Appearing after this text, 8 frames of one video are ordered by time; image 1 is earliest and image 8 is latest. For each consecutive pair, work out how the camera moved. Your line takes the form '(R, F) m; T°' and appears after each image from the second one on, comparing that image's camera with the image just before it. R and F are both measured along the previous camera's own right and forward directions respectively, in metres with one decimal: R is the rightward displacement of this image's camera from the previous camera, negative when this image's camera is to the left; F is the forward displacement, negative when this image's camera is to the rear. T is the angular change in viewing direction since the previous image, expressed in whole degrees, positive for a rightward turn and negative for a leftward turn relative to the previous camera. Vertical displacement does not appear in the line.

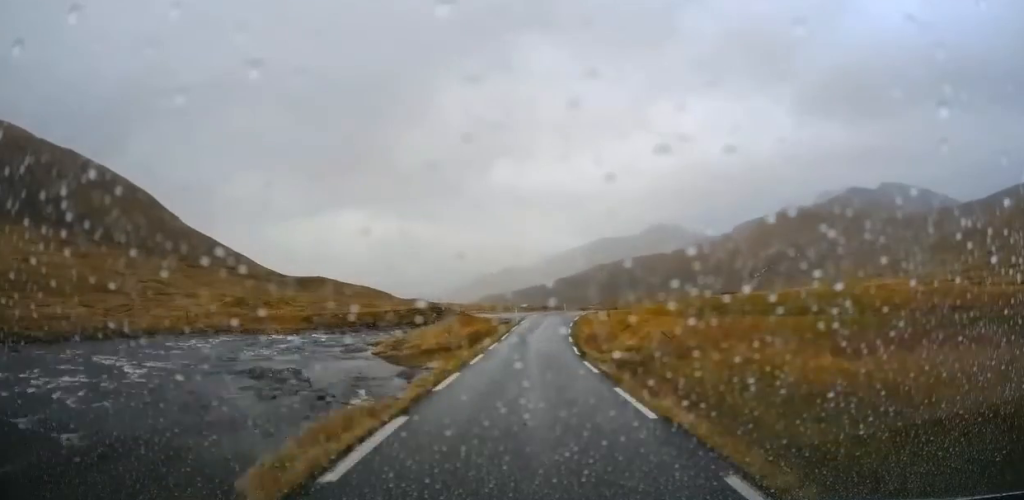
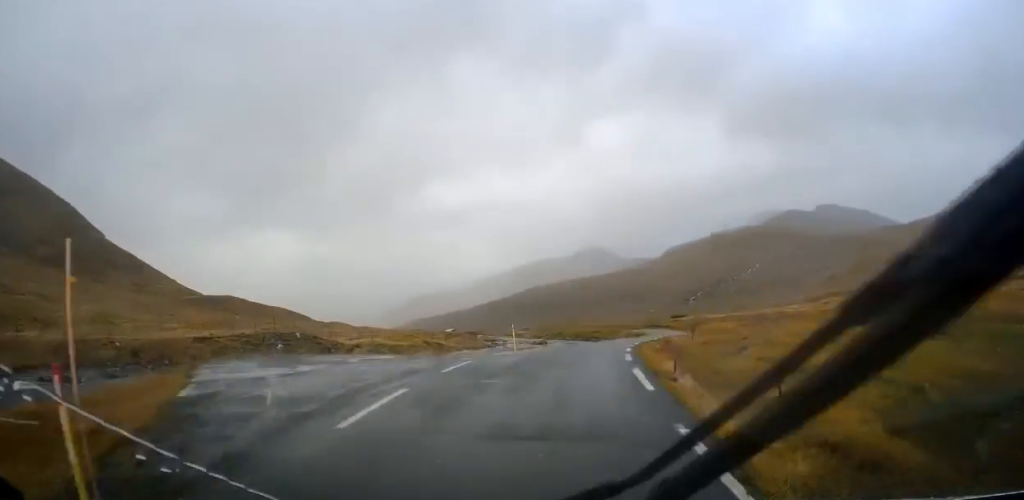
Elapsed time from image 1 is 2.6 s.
(+3.7, +39.3) m; +11°
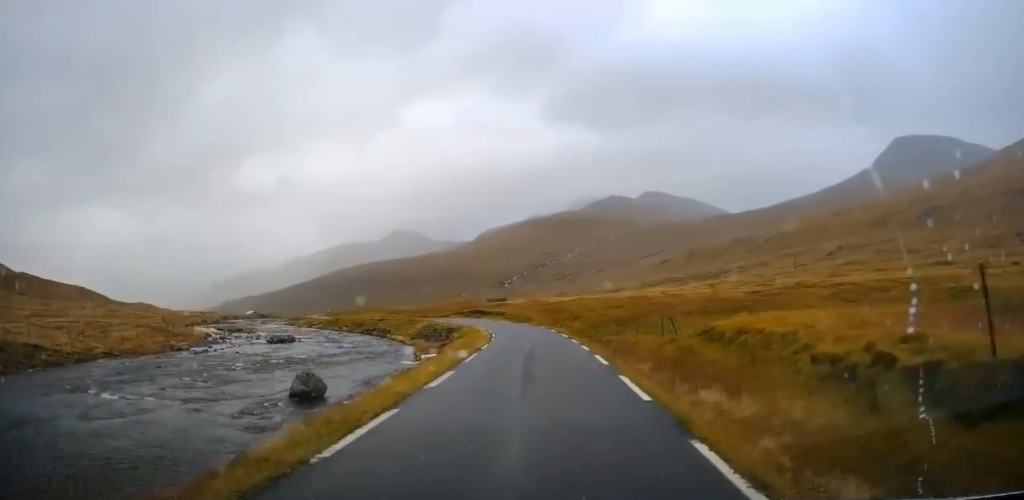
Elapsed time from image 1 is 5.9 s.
(+6.6, +50.0) m; +13°
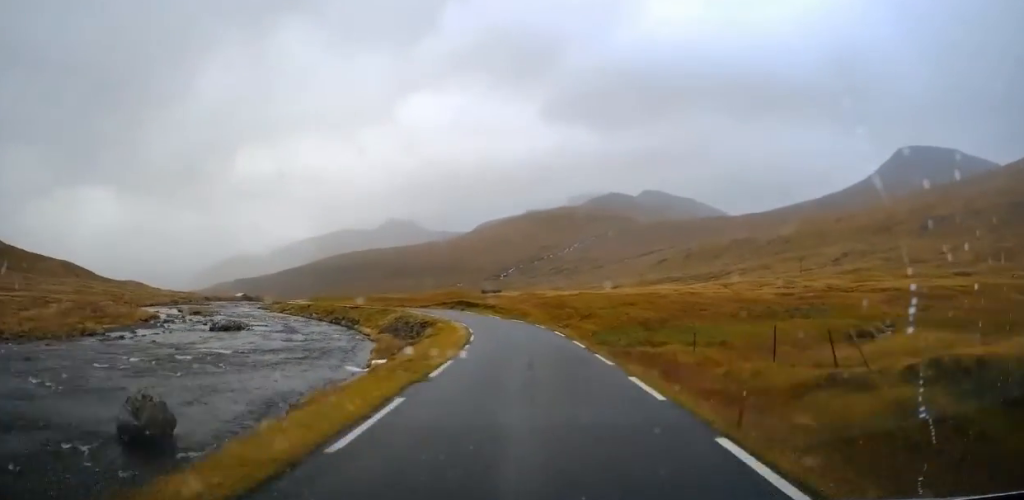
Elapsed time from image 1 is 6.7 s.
(+0.6, +12.9) m; +1°
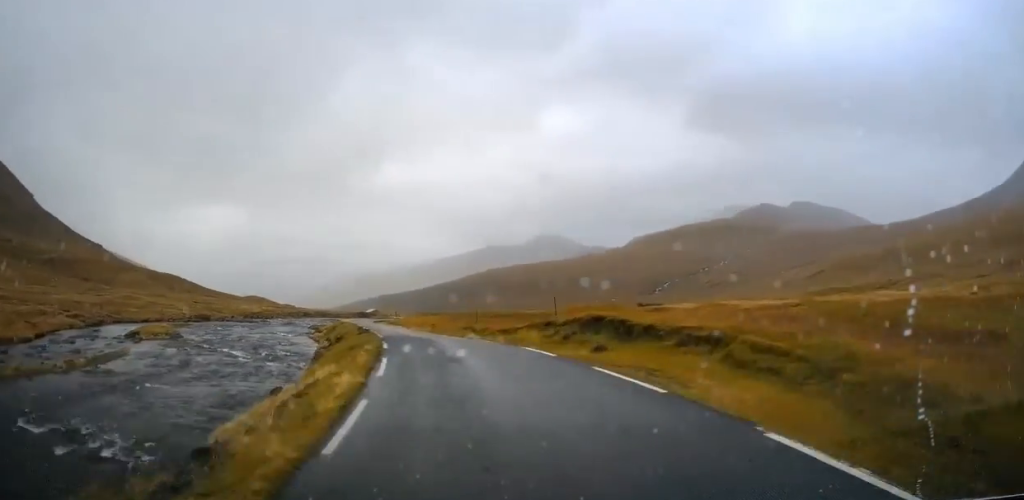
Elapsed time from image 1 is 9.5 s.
(-2.2, +50.9) m; -11°
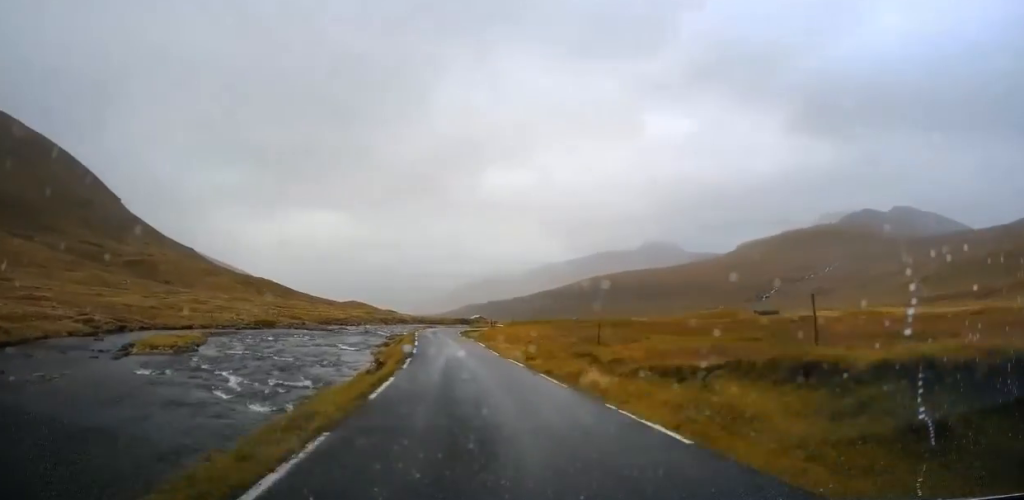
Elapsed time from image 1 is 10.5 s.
(-1.6, +19.5) m; -6°
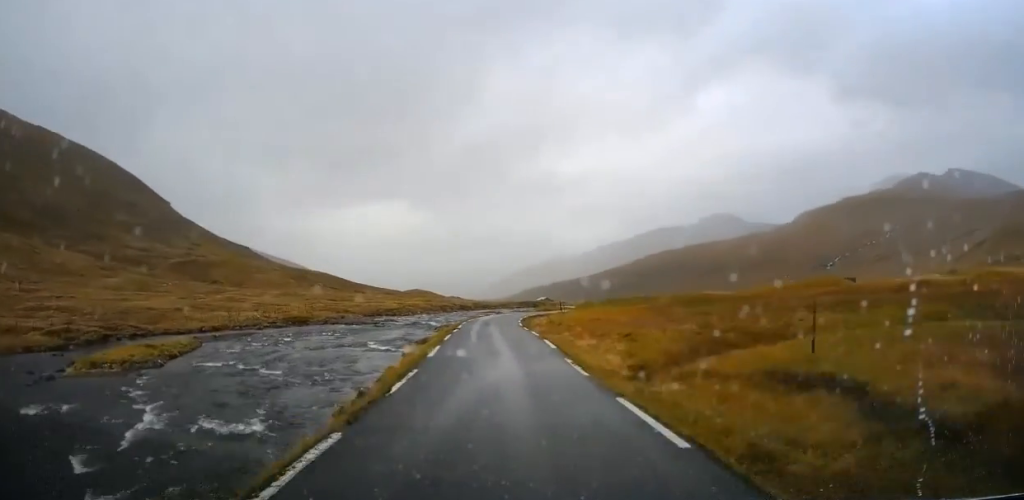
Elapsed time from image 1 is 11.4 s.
(-0.5, +13.6) m; -5°
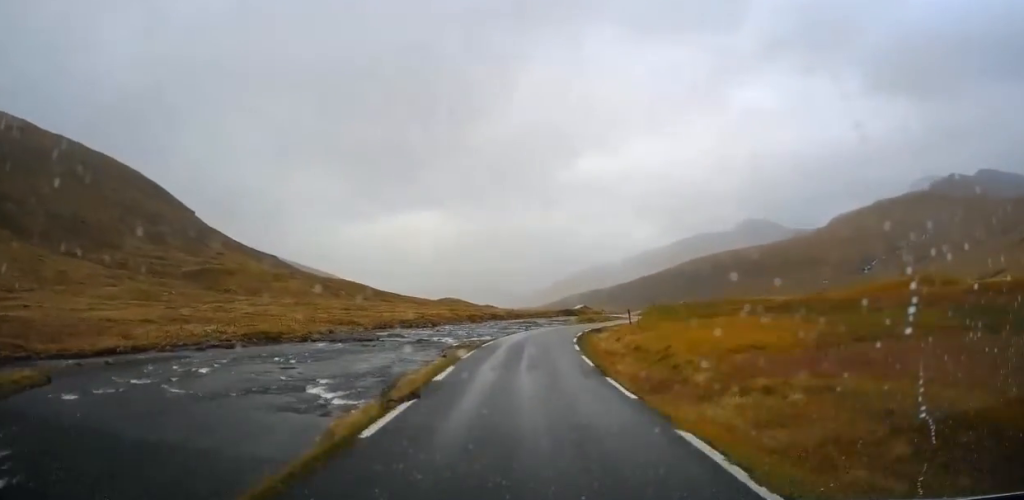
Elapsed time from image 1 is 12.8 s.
(-1.8, +14.8) m; -6°
